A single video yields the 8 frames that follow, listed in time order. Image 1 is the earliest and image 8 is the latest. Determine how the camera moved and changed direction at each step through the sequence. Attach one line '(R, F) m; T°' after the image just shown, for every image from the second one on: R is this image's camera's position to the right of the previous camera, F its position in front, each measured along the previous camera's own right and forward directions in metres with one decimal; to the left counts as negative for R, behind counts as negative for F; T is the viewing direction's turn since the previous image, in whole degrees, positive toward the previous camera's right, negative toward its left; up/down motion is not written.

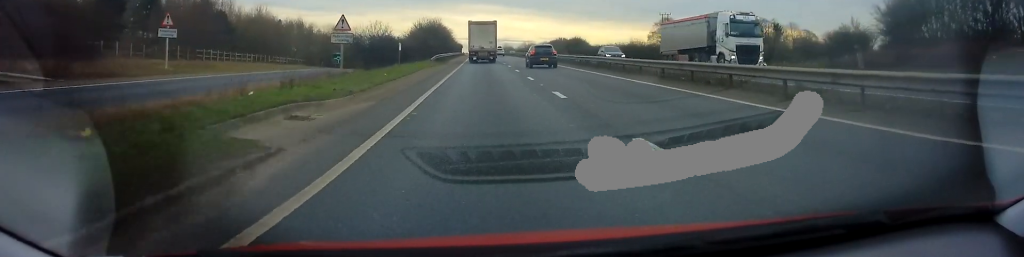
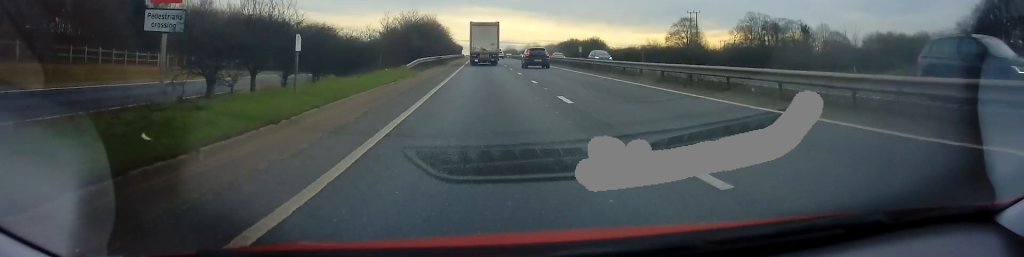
(+0.1, +18.3) m; +1°
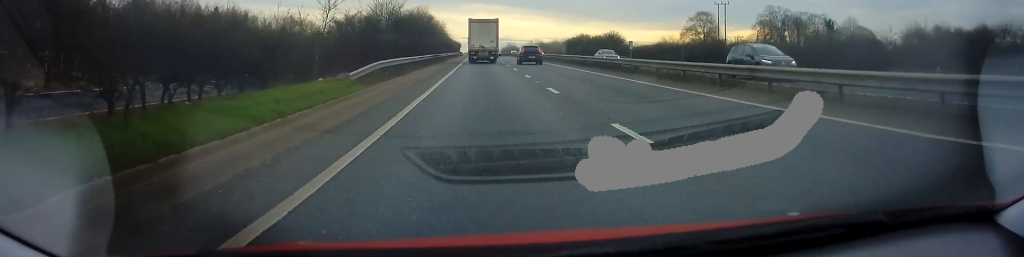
(+0.2, +15.0) m; +1°
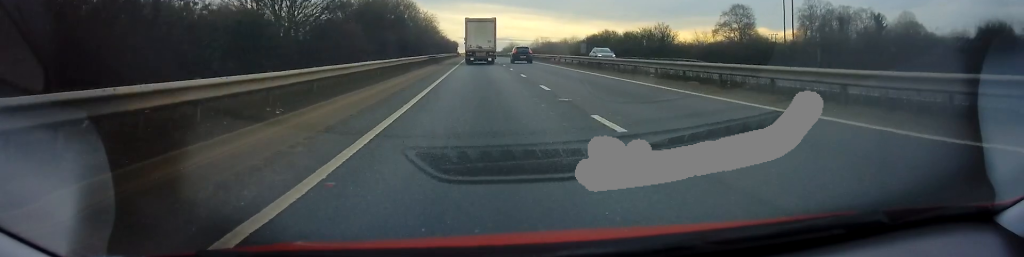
(+0.1, +25.6) m; -1°
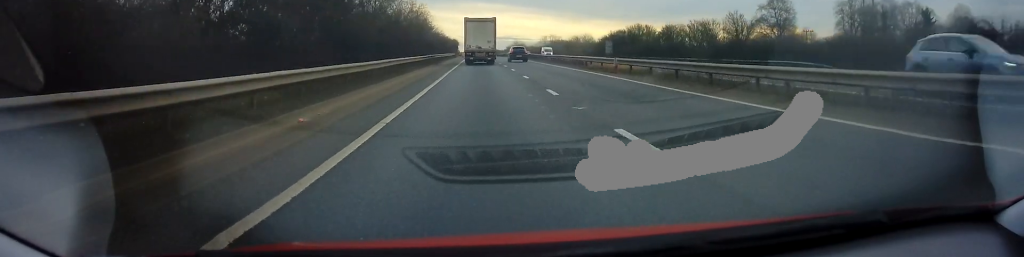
(-0.5, +20.2) m; 0°
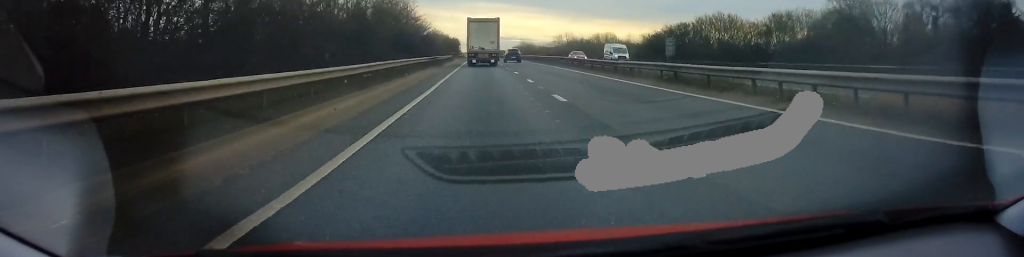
(+0.4, +27.6) m; 0°
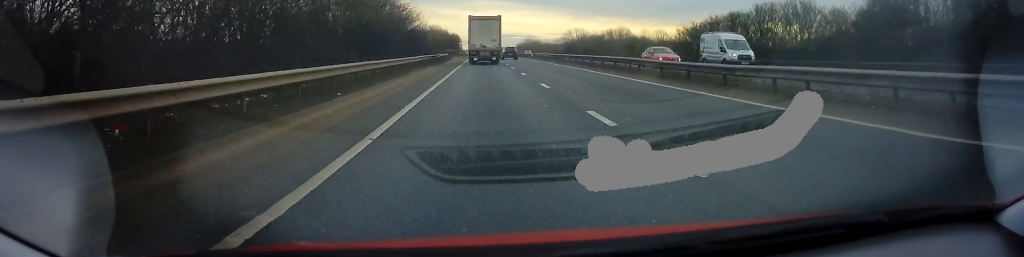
(-0.1, +13.9) m; -1°
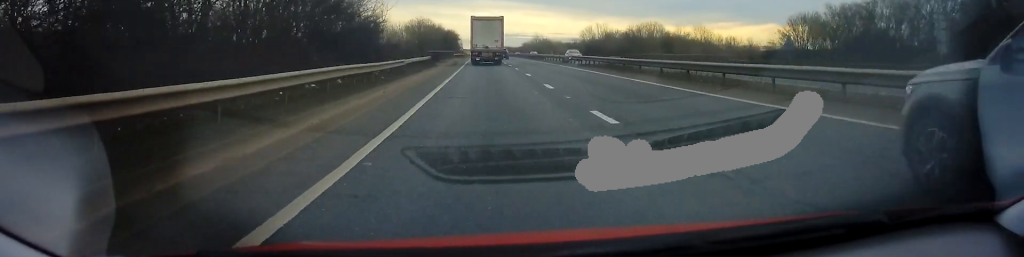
(-0.2, +26.9) m; -1°
